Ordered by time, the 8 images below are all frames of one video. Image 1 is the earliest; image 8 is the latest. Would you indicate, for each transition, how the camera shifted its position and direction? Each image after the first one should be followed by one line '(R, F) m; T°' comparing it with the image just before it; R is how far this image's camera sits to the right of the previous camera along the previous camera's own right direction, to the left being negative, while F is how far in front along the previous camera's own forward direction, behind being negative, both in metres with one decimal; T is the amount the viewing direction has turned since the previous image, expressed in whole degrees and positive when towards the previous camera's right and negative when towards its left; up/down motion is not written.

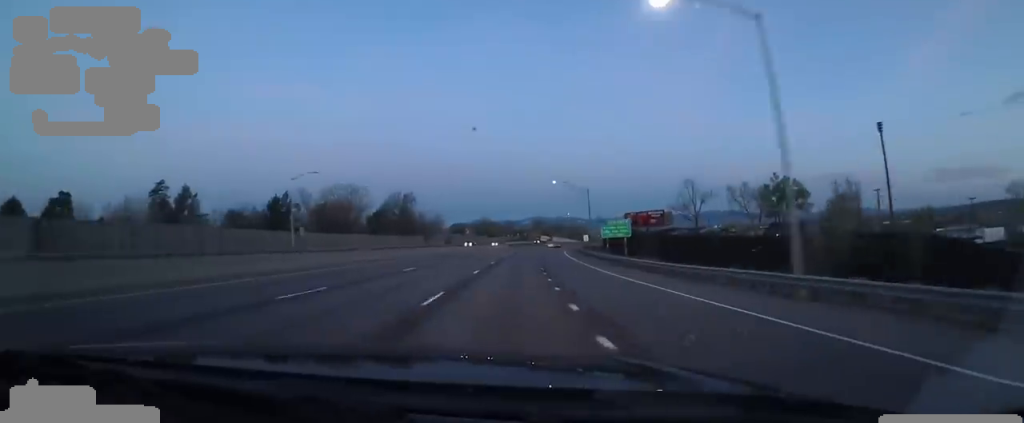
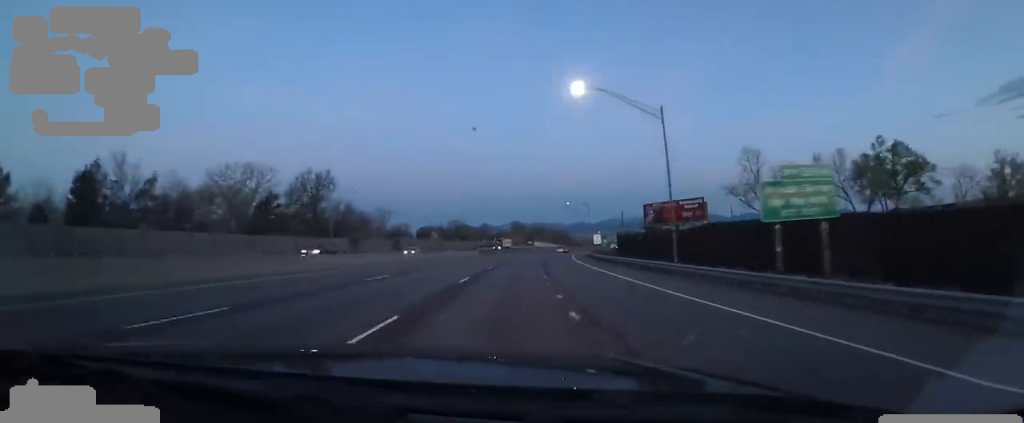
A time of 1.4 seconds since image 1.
(-0.1, +41.4) m; 0°
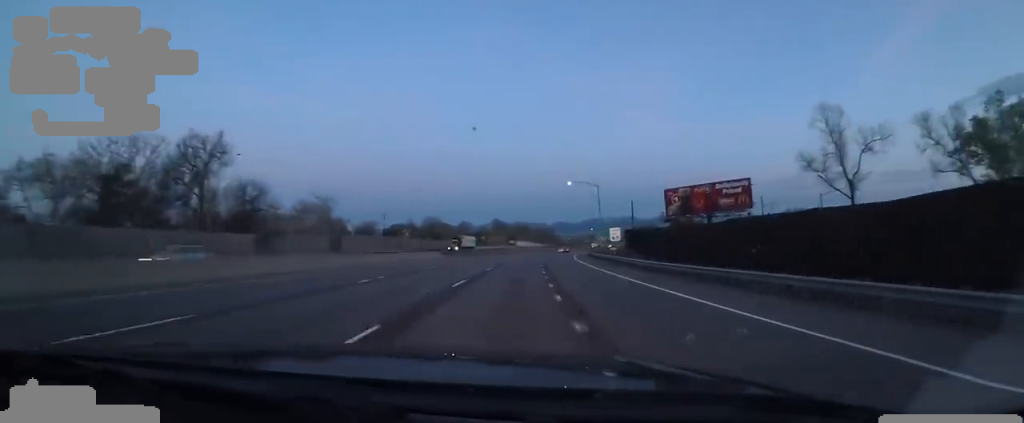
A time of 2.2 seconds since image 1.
(+0.1, +25.2) m; +2°
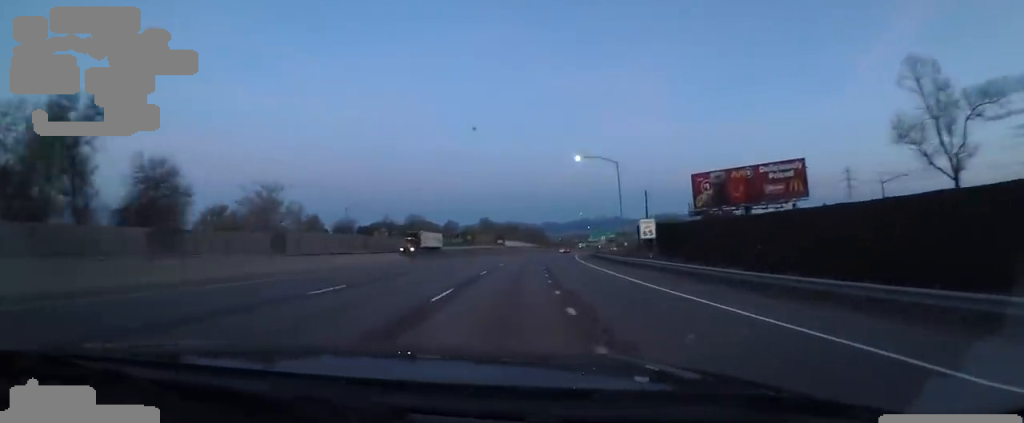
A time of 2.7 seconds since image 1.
(+0.3, +16.1) m; +2°
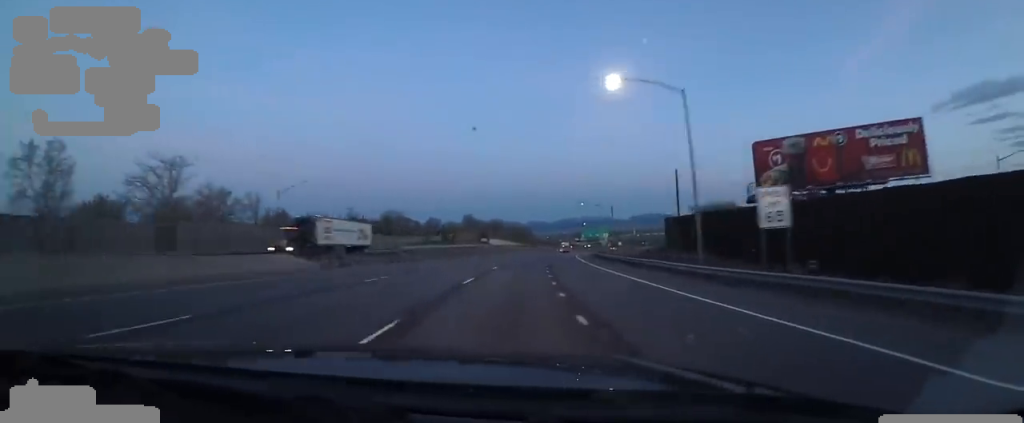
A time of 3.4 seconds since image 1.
(+0.3, +19.2) m; +4°
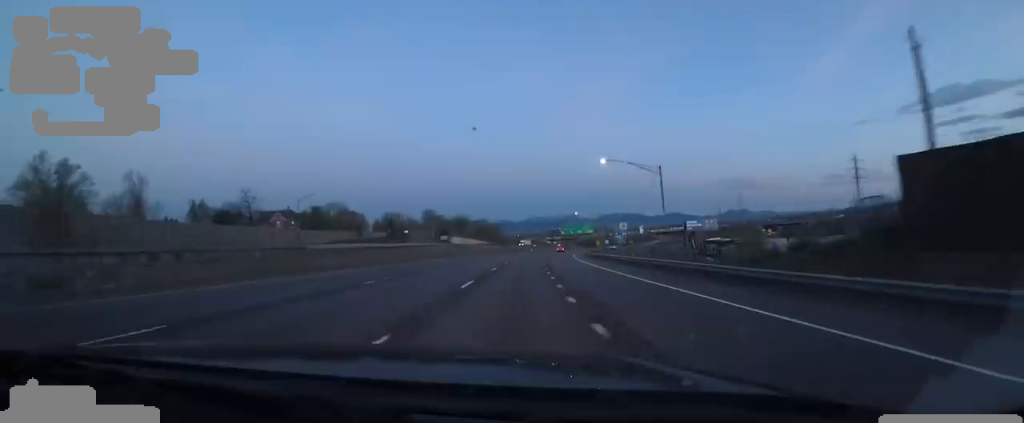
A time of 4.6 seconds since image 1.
(+2.1, +37.1) m; +4°
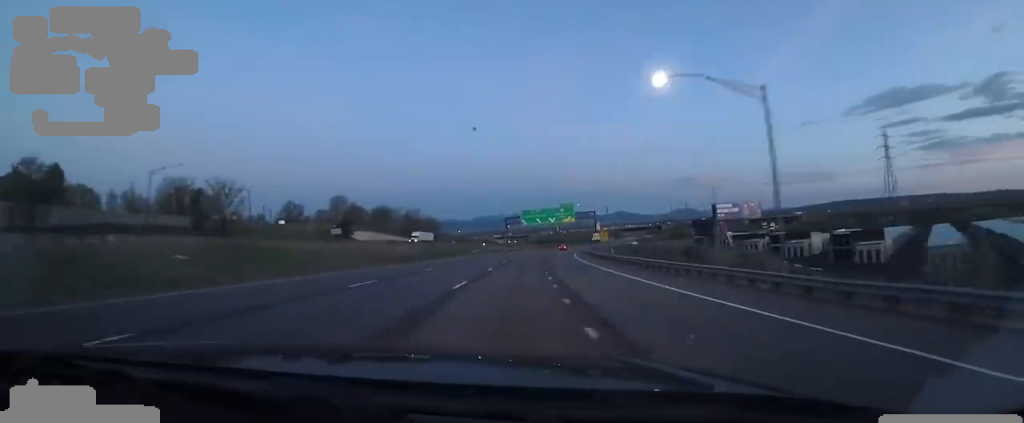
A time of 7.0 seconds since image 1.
(+4.6, +72.3) m; +6°
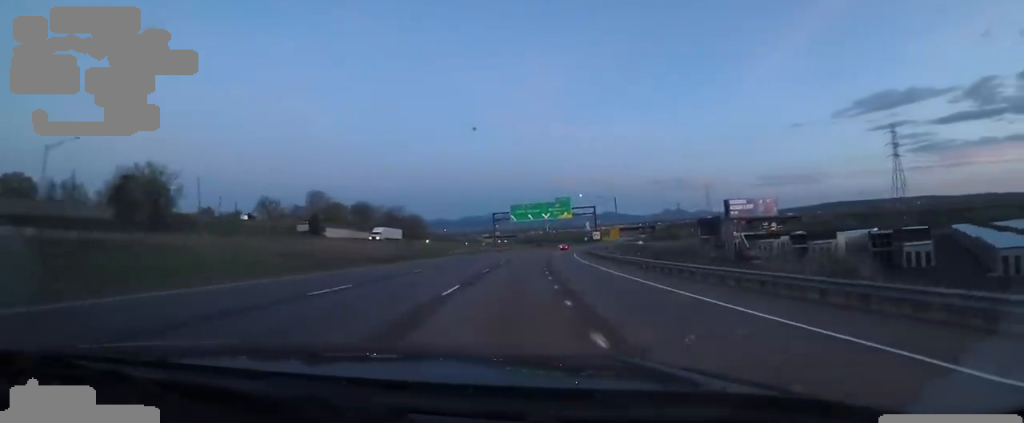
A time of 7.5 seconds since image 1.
(+0.2, +14.6) m; 0°
